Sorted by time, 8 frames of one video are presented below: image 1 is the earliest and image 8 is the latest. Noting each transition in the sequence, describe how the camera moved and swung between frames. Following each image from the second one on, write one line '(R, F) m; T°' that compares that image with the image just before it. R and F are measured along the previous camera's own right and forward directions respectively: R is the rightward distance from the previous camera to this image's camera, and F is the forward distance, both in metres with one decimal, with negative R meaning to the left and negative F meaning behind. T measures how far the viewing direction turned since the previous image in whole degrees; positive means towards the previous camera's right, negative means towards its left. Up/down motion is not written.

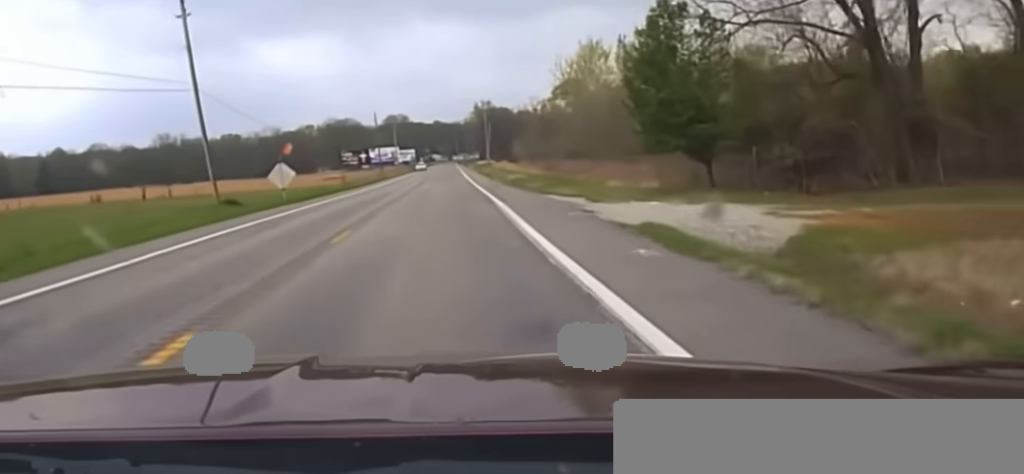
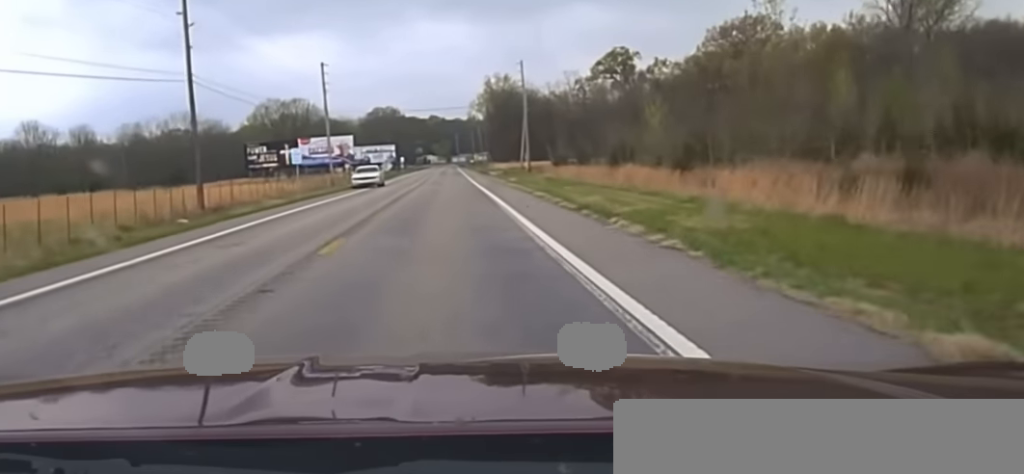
(+0.1, +113.8) m; 0°
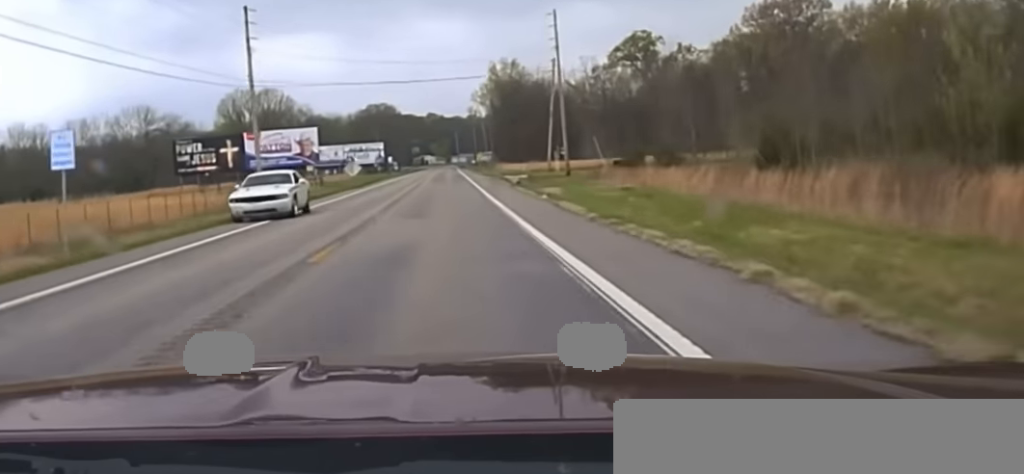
(0.0, +40.9) m; 0°
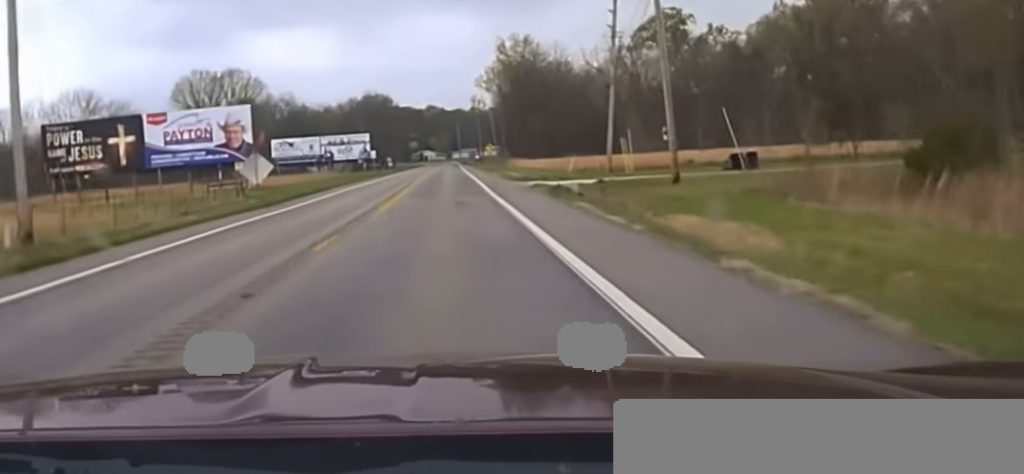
(0.0, +40.1) m; 0°
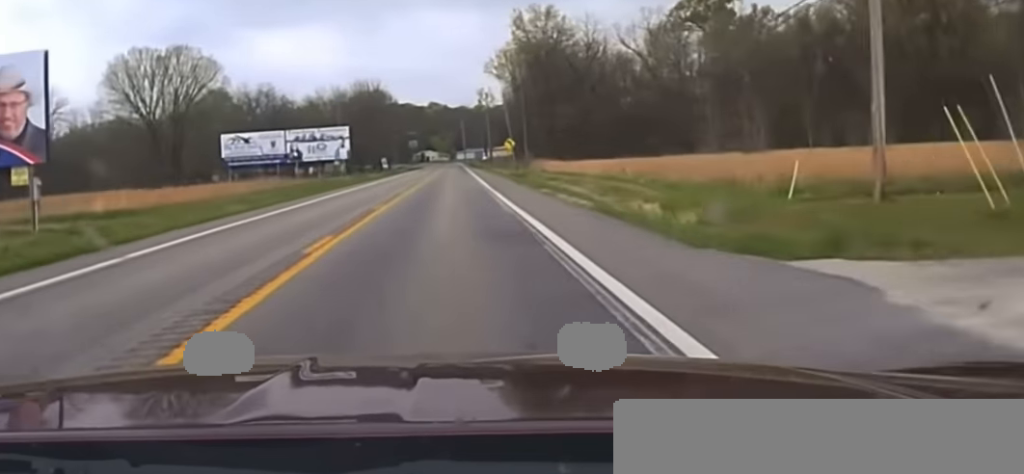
(-0.2, +40.1) m; 0°
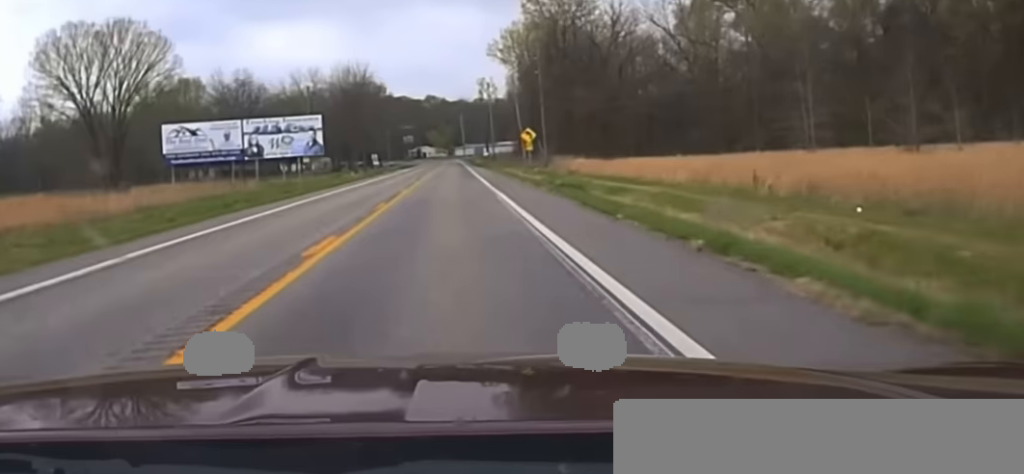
(0.0, +25.1) m; 0°
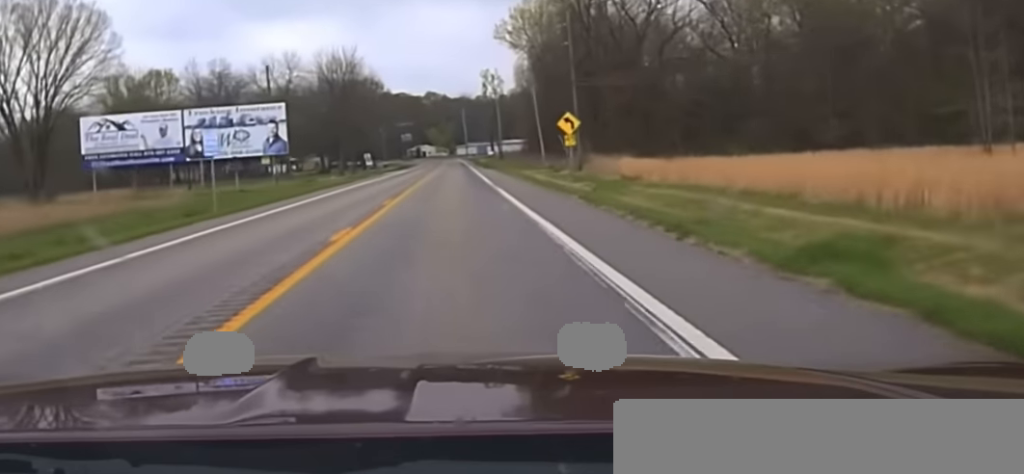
(+0.1, +24.2) m; 0°
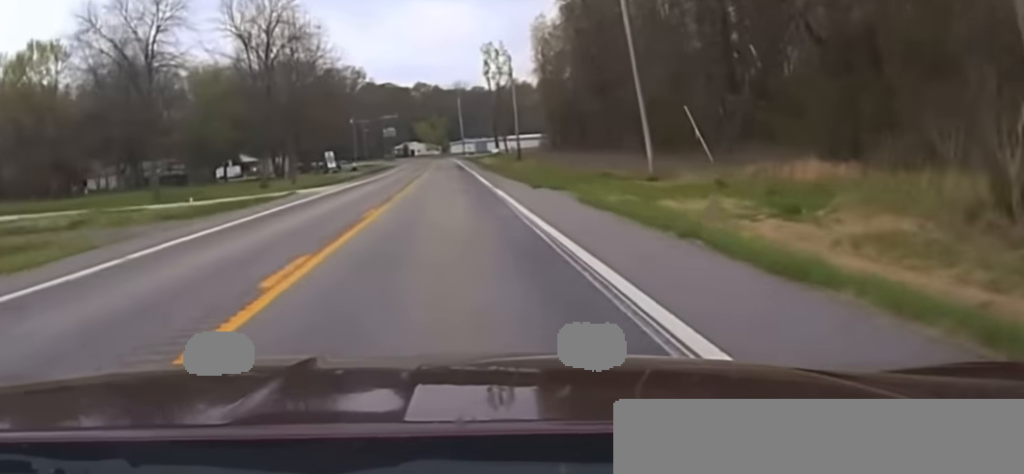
(+0.2, +50.7) m; 0°
